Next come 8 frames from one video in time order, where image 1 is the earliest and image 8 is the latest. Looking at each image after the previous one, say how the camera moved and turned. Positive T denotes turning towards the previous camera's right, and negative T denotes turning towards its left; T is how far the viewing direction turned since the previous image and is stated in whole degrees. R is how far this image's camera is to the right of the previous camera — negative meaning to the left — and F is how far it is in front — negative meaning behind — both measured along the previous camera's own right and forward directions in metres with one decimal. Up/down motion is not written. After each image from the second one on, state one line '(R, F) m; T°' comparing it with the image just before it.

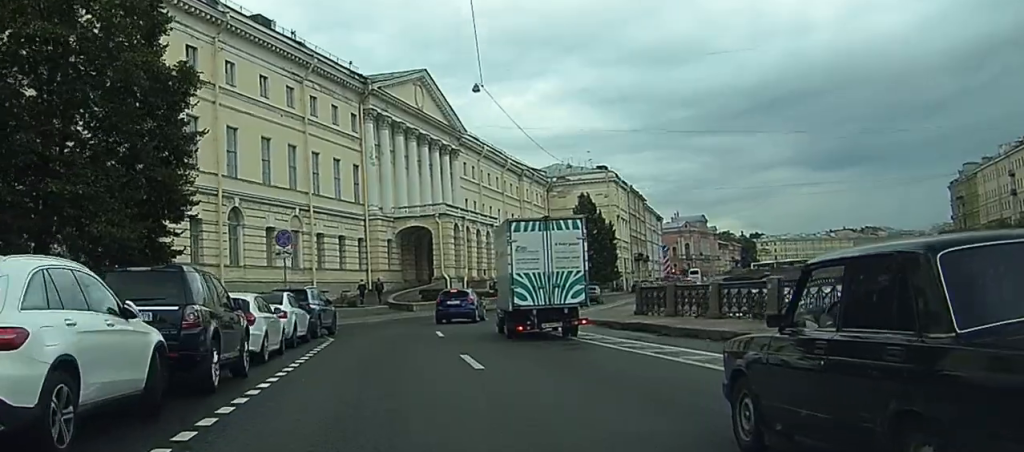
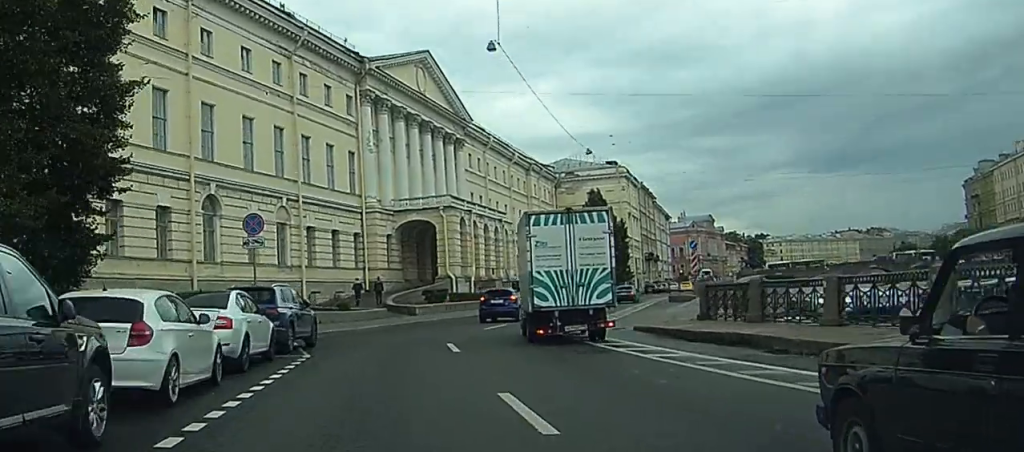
(0.0, +7.3) m; 0°
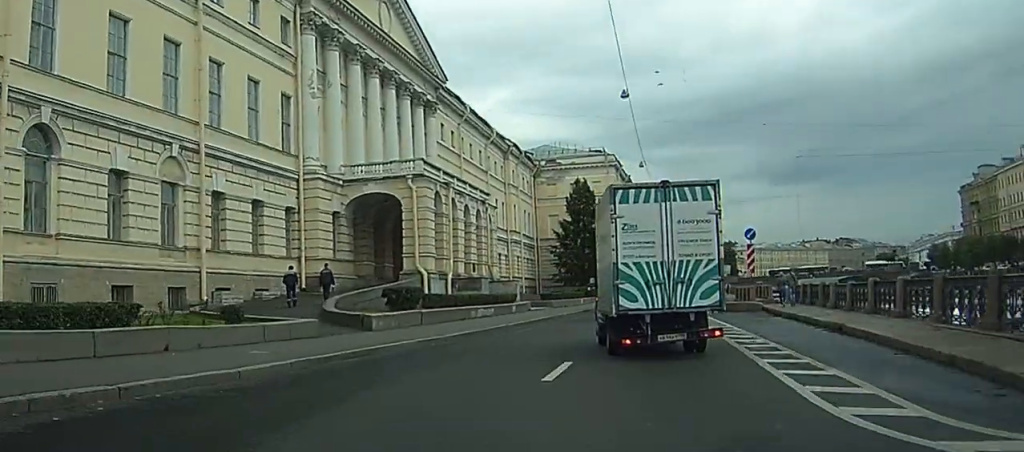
(-0.1, +19.6) m; +1°
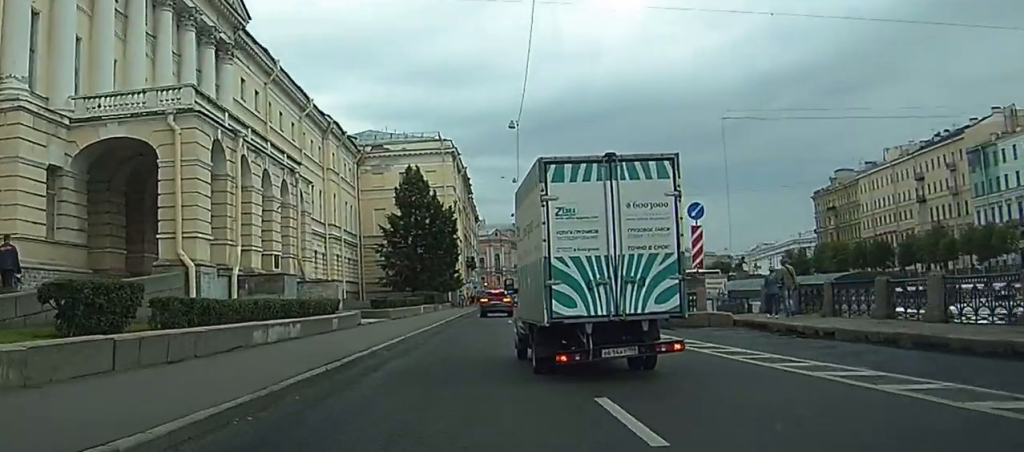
(+0.7, +19.1) m; +6°
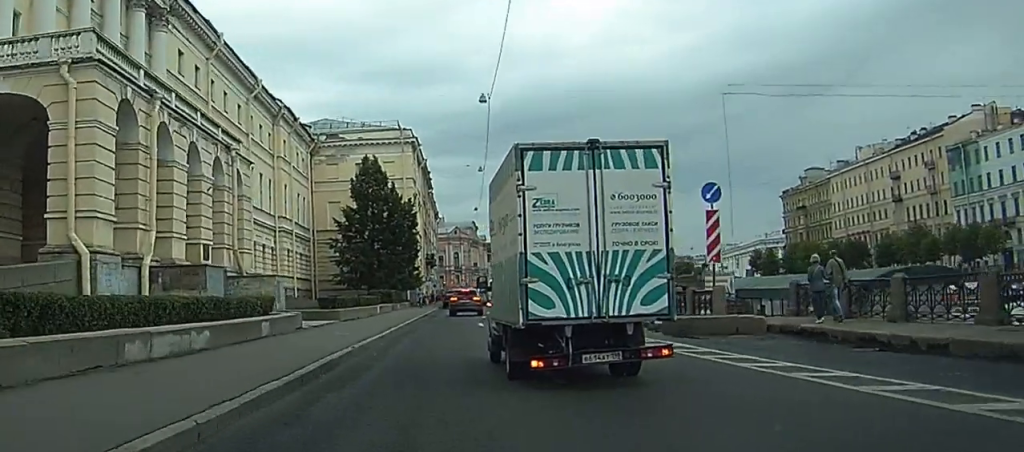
(+0.1, +6.5) m; +3°
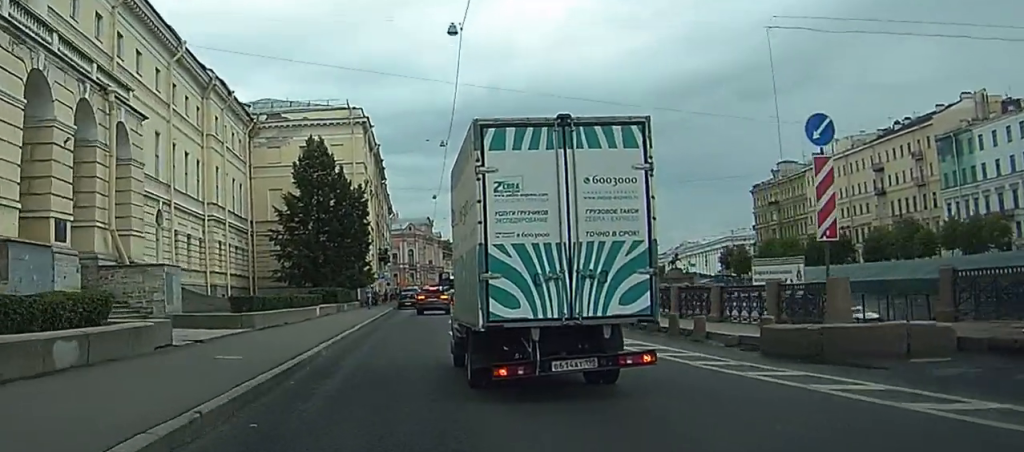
(+0.6, +11.2) m; +4°
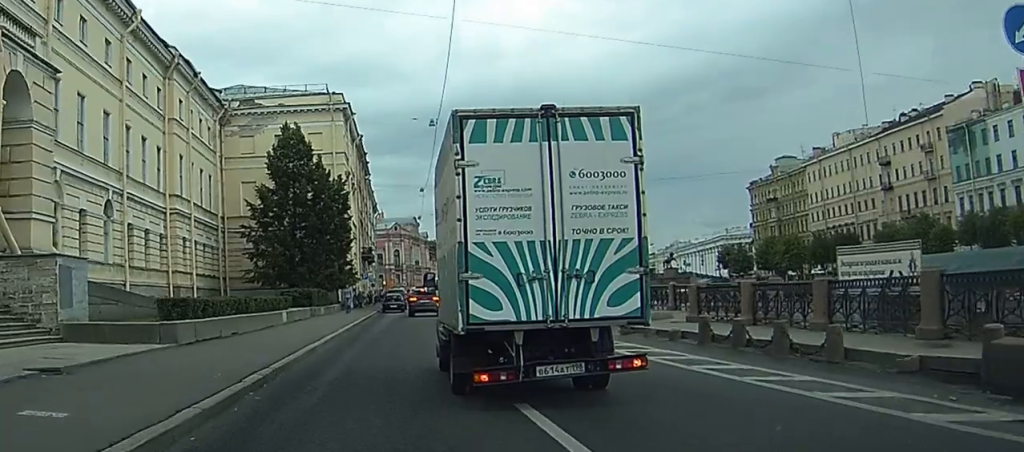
(+0.2, +7.8) m; +1°
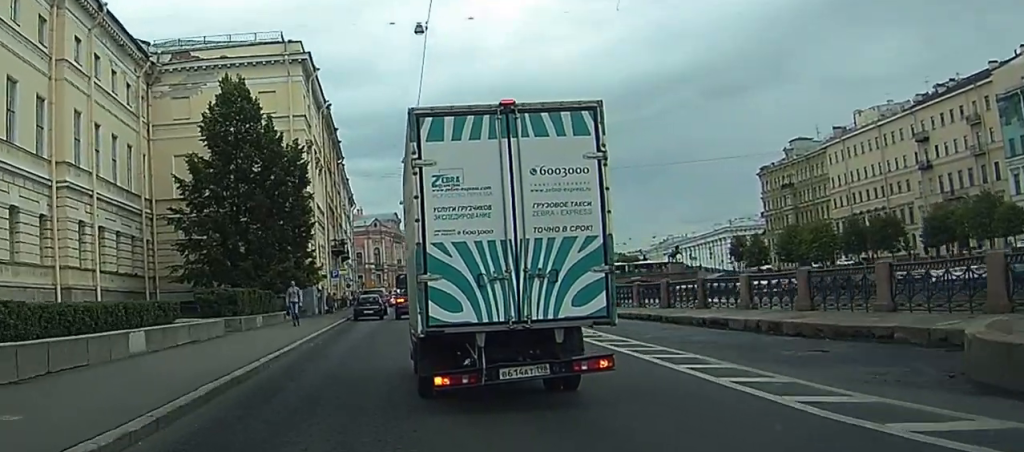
(+0.6, +19.5) m; +4°
